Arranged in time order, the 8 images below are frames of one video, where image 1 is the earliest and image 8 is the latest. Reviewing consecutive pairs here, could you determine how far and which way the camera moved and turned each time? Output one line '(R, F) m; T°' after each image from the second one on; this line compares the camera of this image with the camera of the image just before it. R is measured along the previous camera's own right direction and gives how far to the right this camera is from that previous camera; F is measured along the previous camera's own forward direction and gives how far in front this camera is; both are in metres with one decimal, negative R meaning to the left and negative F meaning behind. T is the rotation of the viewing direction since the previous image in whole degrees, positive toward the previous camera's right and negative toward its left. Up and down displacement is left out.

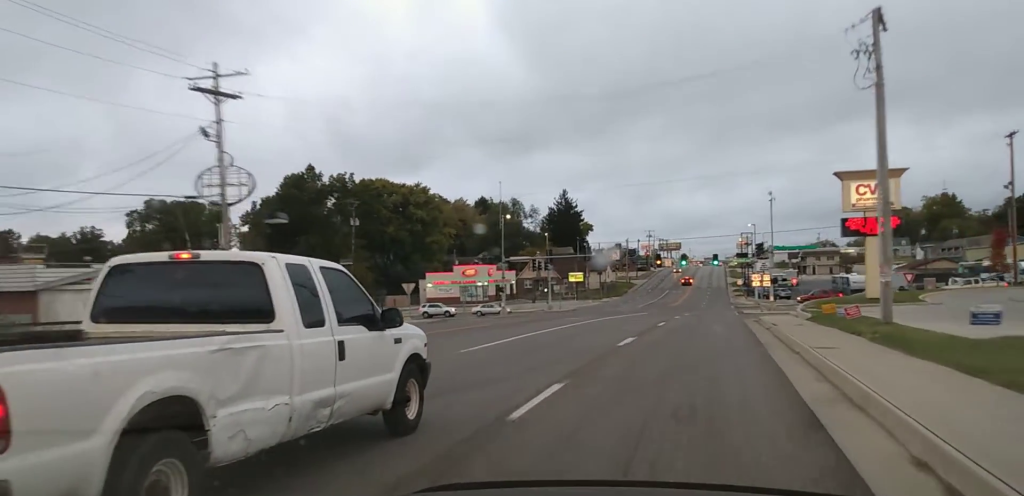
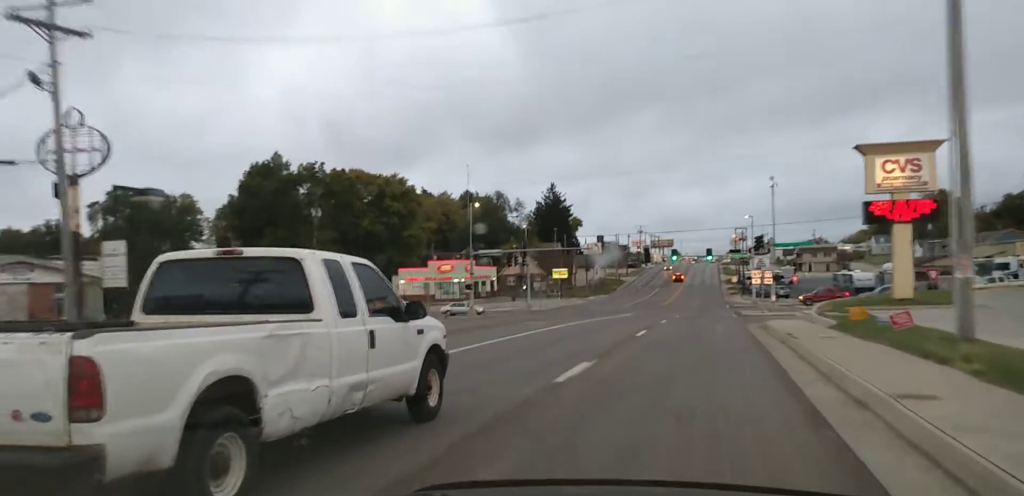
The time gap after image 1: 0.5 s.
(+0.7, +8.4) m; +2°
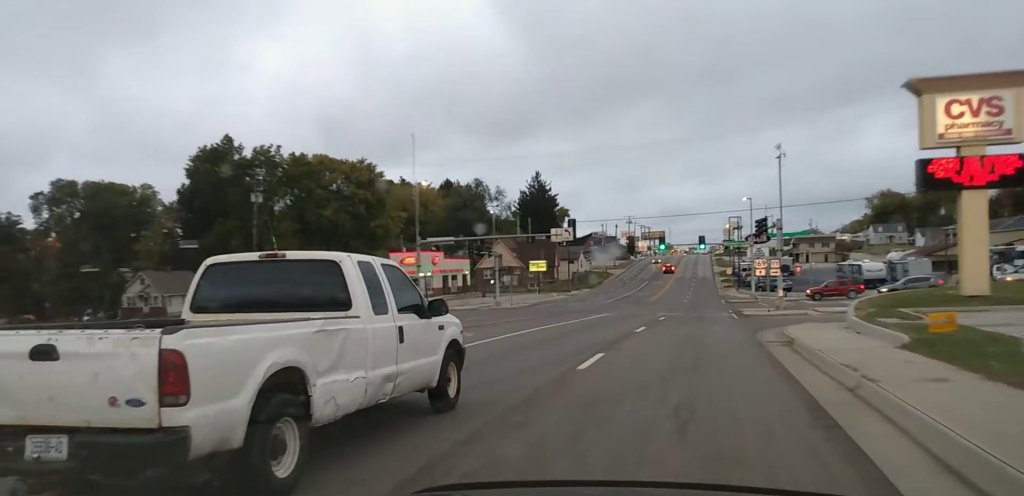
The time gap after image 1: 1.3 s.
(-0.3, +11.3) m; +1°
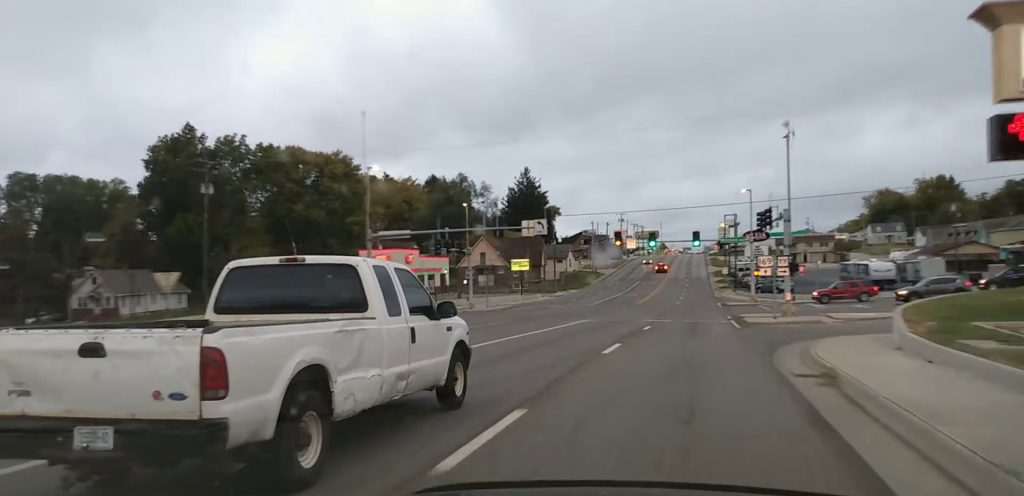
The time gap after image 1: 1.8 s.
(-0.1, +8.4) m; 0°
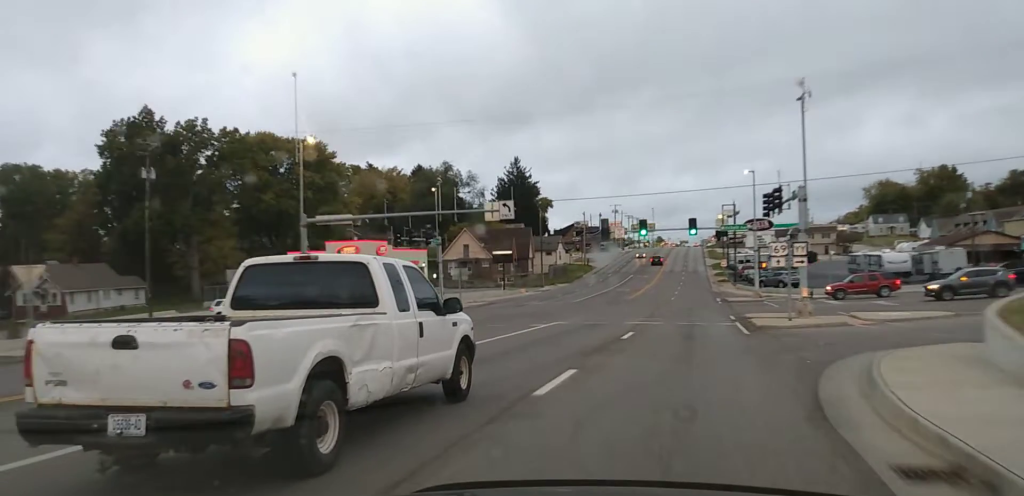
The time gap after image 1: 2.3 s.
(+0.4, +8.2) m; 0°
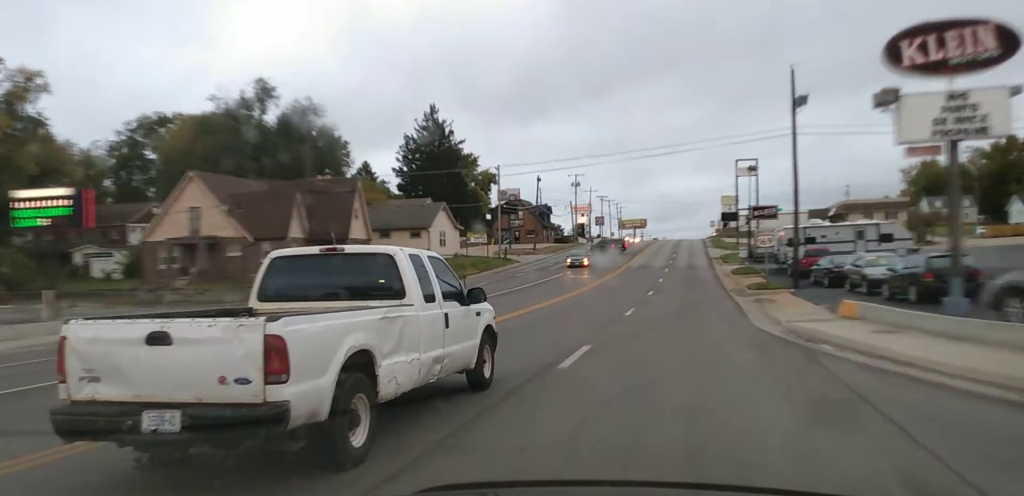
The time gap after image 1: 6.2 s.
(-1.3, +65.3) m; -2°
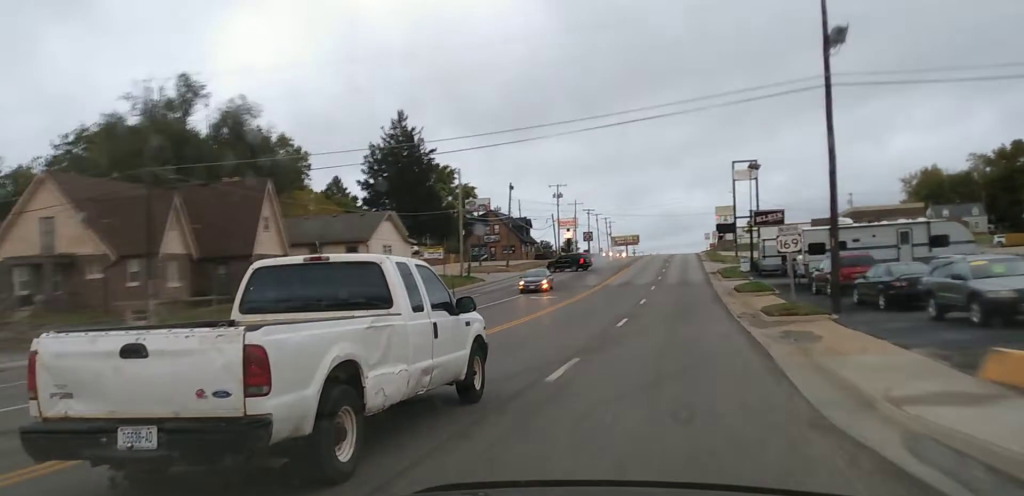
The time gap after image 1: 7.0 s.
(-0.2, +12.9) m; -1°
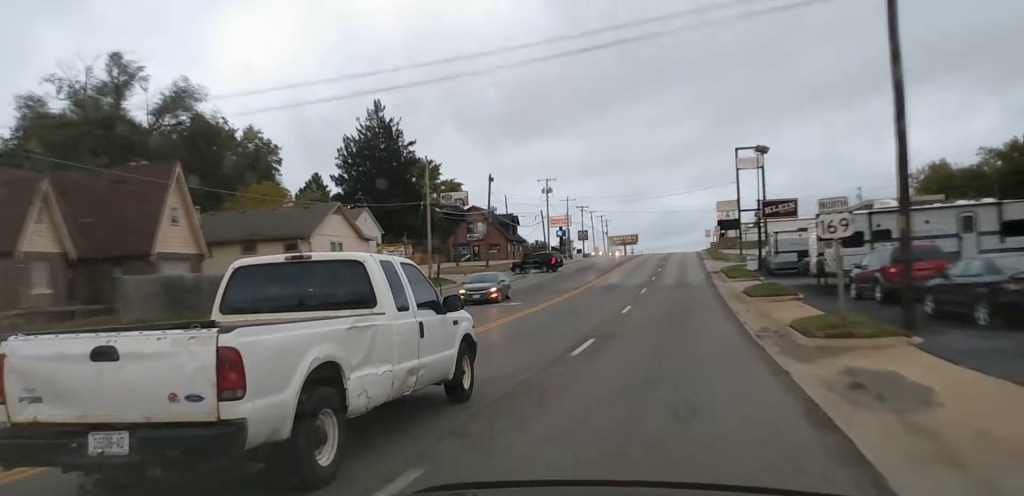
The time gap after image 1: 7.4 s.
(-0.3, +7.3) m; 0°
